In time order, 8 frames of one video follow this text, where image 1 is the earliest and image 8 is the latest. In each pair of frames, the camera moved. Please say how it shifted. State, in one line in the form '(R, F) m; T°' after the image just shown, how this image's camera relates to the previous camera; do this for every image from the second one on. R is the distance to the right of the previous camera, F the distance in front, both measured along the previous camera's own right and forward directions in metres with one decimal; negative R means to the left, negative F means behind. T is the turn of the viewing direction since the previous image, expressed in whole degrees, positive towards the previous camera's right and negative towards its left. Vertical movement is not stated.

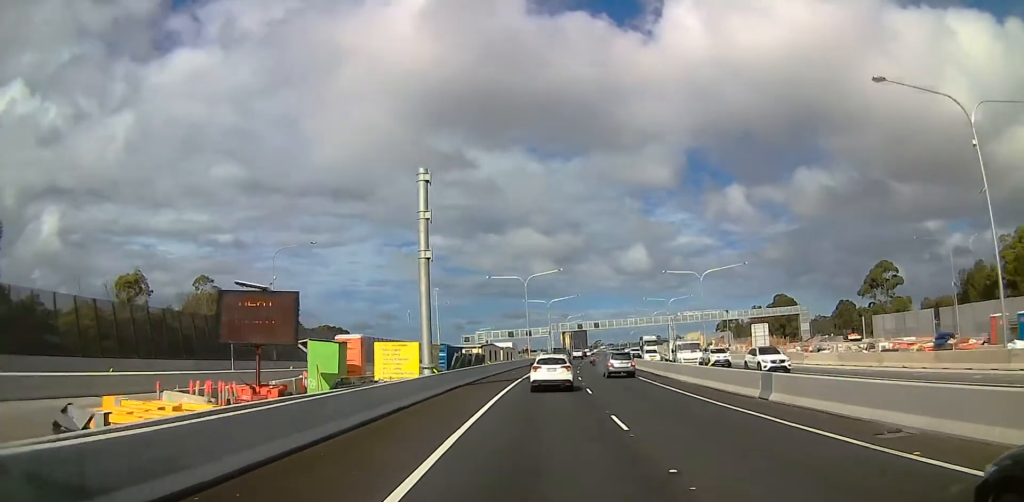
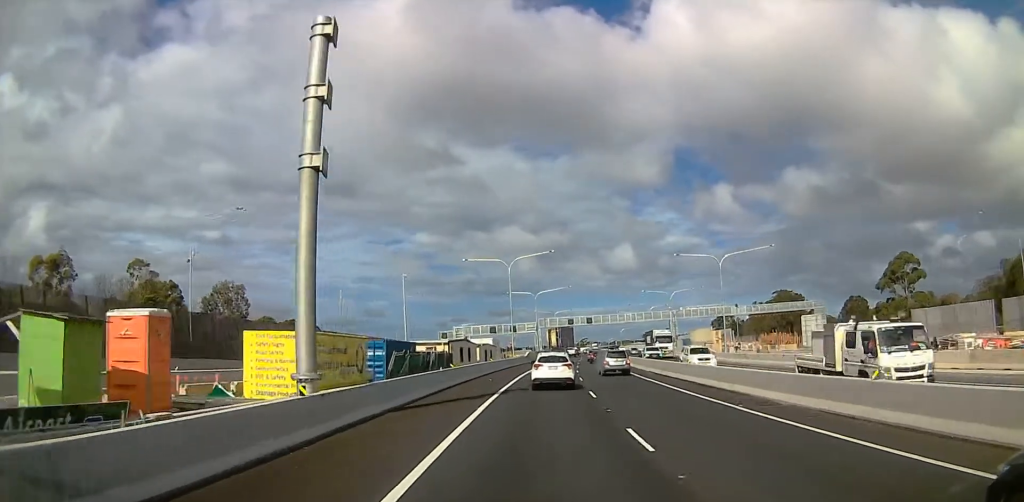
(0.0, +13.9) m; +2°
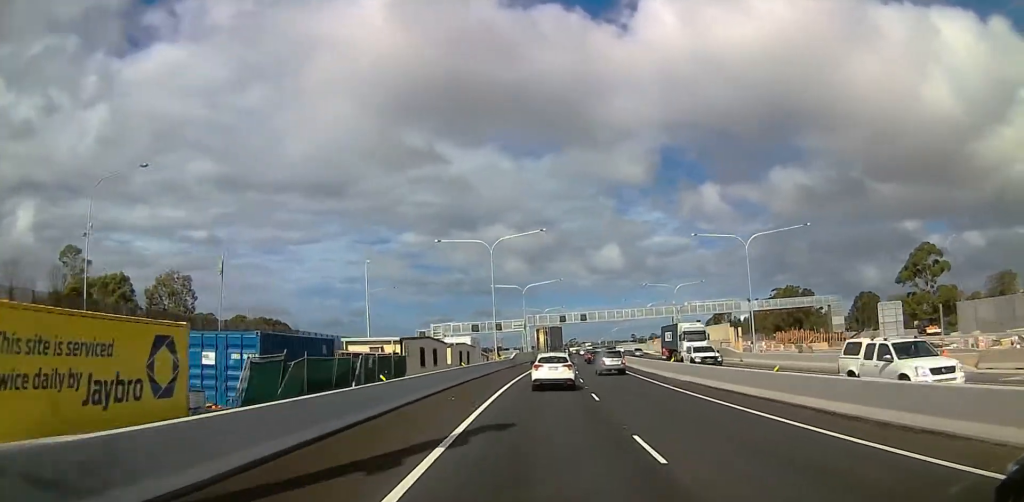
(0.0, +11.7) m; +2°
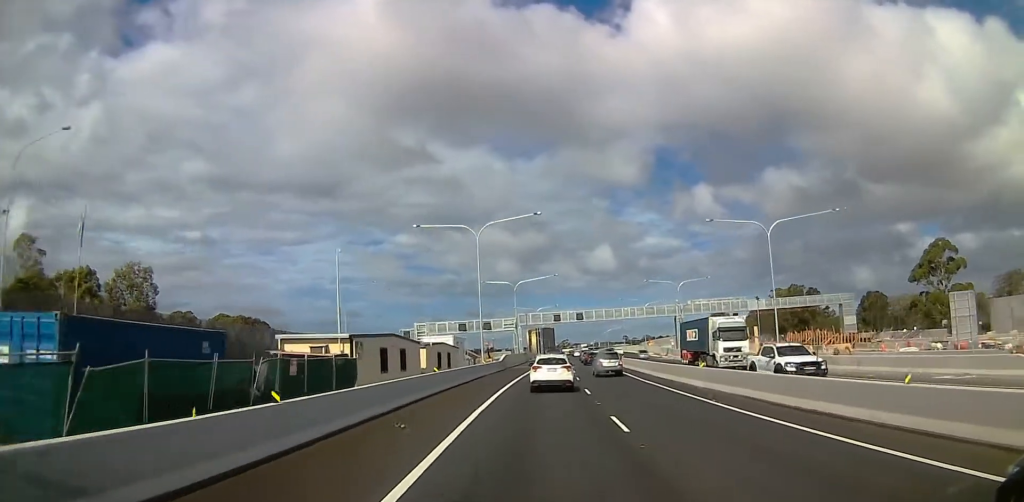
(+0.3, +6.8) m; +1°
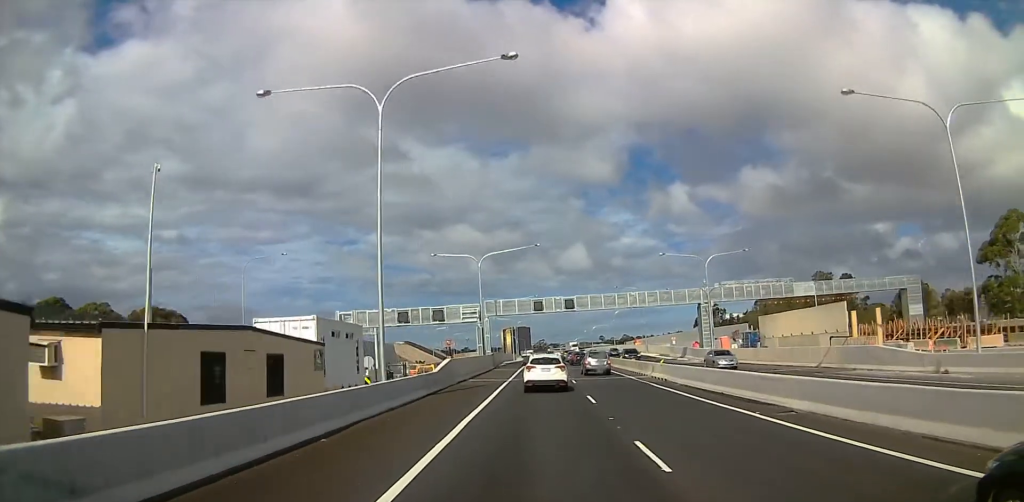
(+0.5, +26.7) m; 0°
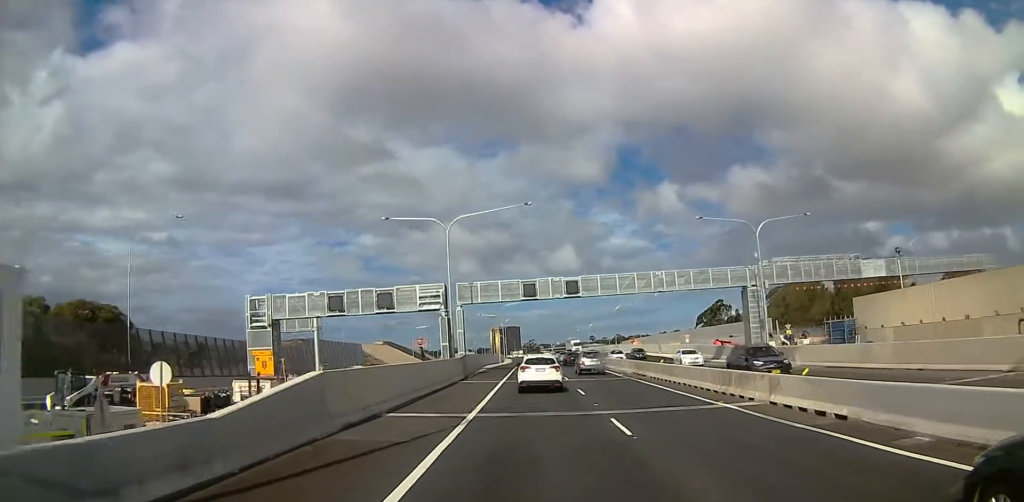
(-0.2, +22.5) m; +1°
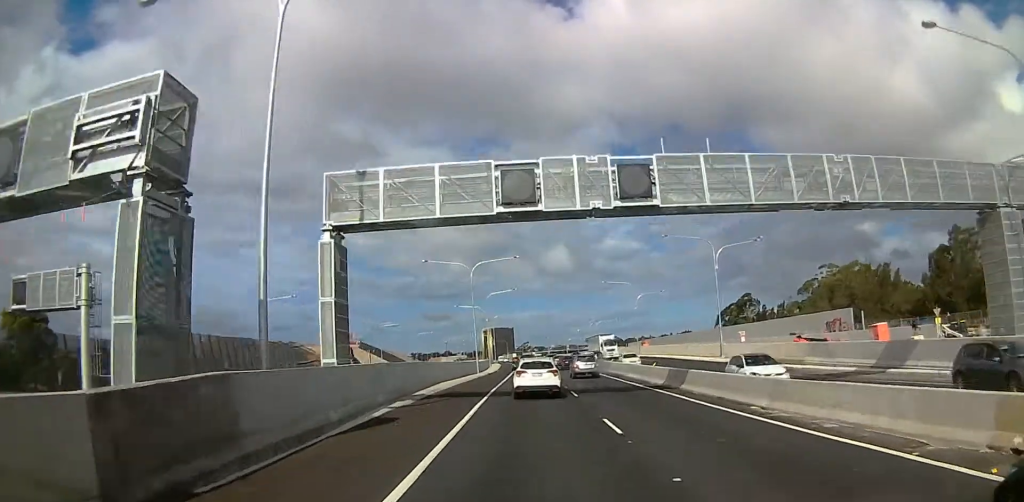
(+1.3, +36.5) m; -1°
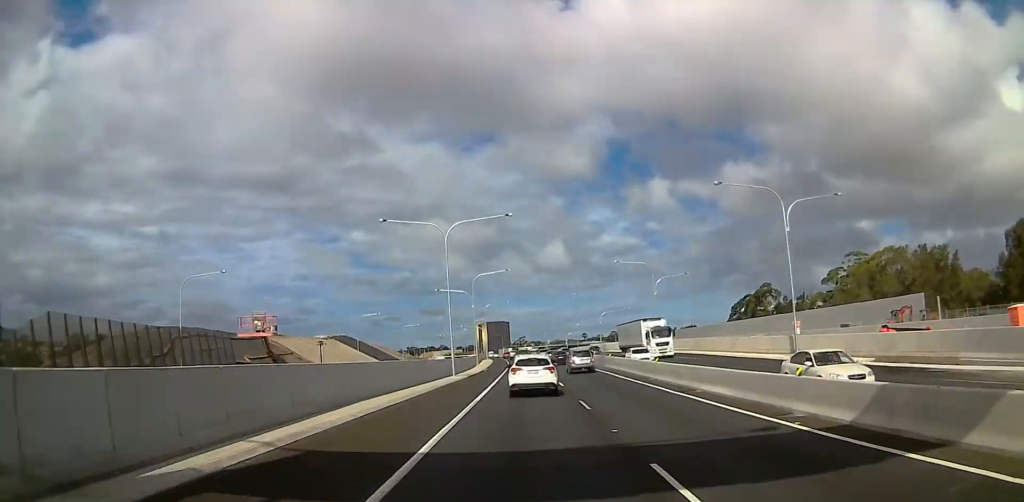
(-1.0, +18.2) m; -2°
